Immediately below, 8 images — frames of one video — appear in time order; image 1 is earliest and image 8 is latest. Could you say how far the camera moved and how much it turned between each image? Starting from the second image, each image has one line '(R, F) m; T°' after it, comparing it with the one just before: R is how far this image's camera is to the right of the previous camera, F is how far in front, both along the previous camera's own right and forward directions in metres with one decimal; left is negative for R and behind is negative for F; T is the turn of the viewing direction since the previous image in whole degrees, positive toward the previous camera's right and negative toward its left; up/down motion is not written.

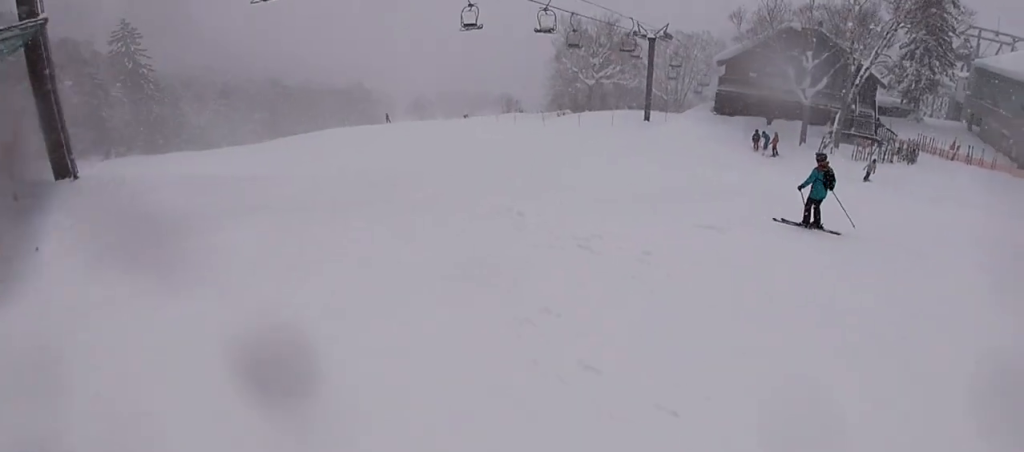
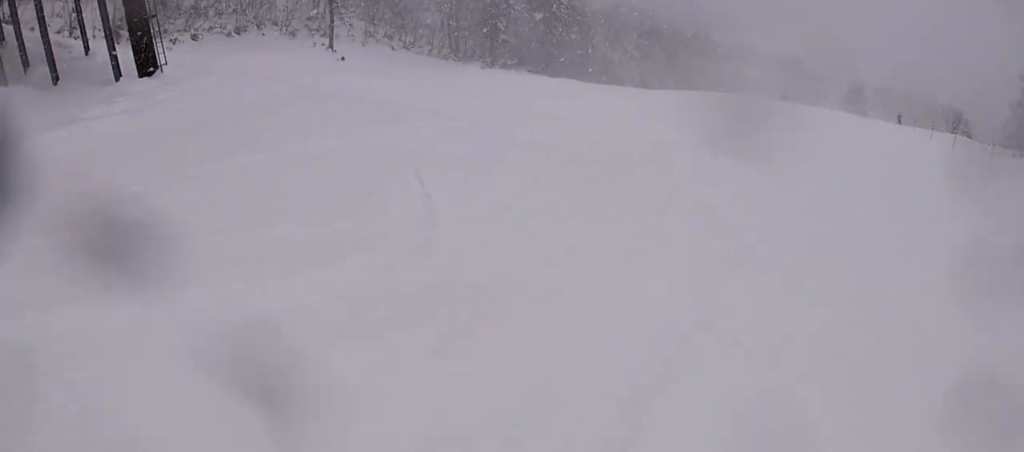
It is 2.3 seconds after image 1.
(-5.4, +10.1) m; -37°
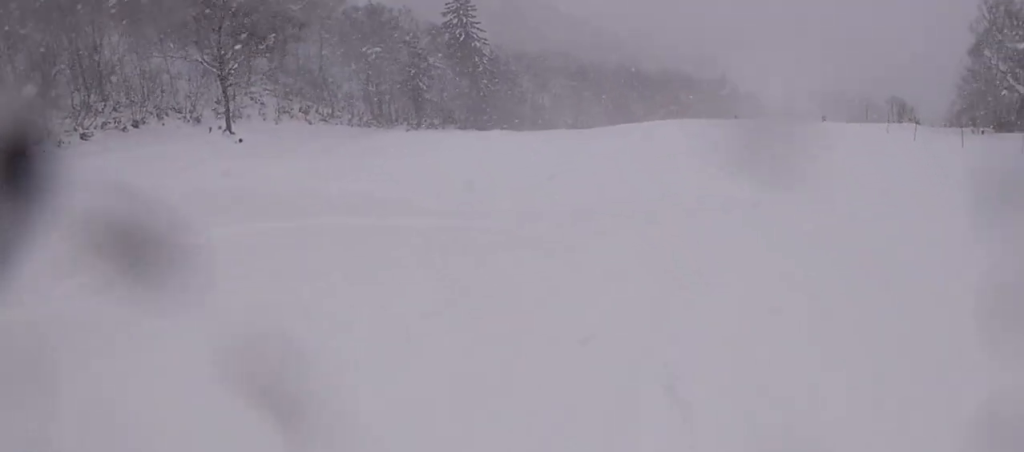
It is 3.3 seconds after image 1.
(+0.6, +5.5) m; +8°
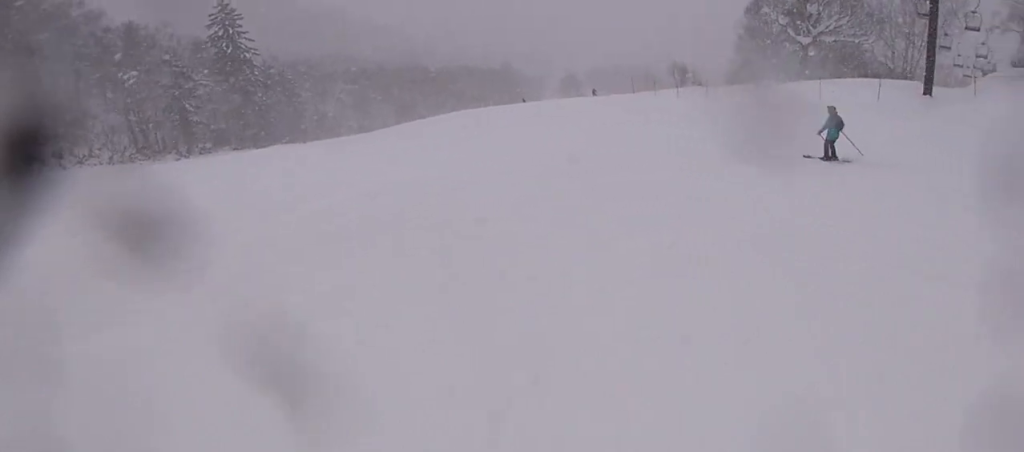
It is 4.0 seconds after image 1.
(+0.1, +3.8) m; +12°
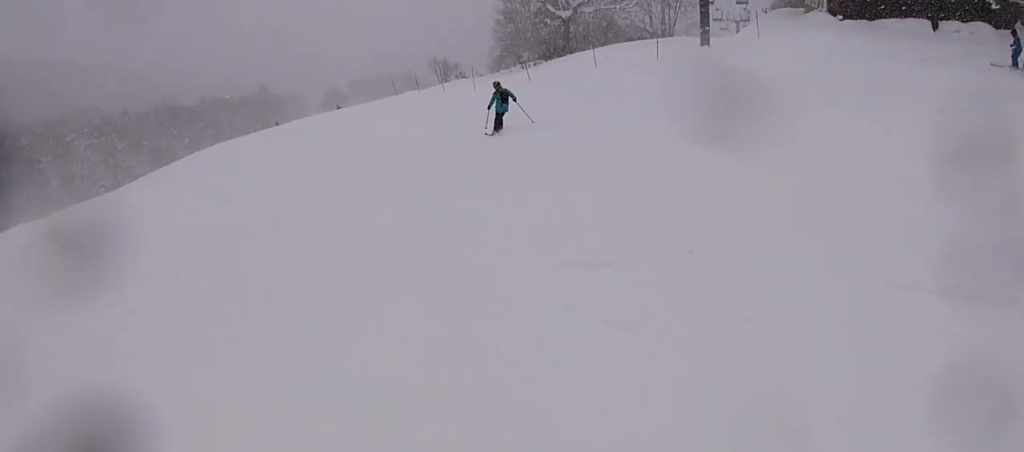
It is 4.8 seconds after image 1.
(+0.6, +4.2) m; +5°
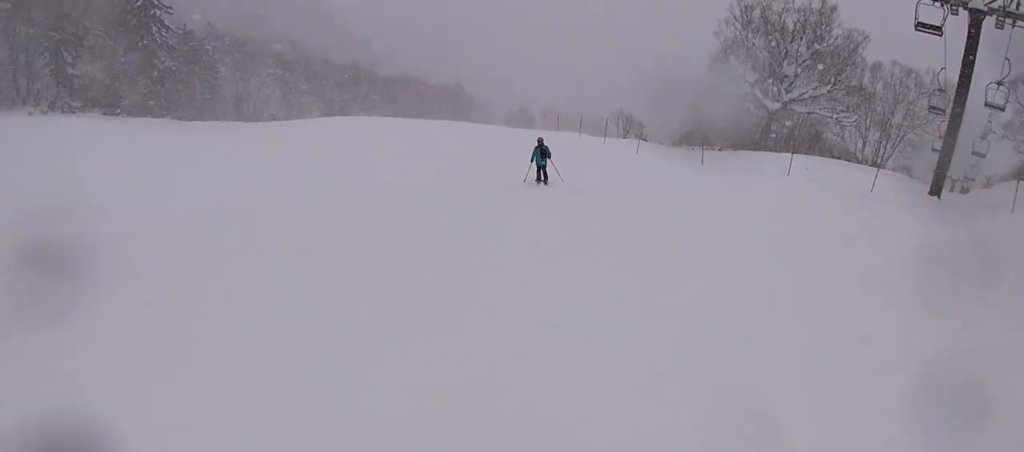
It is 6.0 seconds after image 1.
(-0.3, +7.0) m; -19°
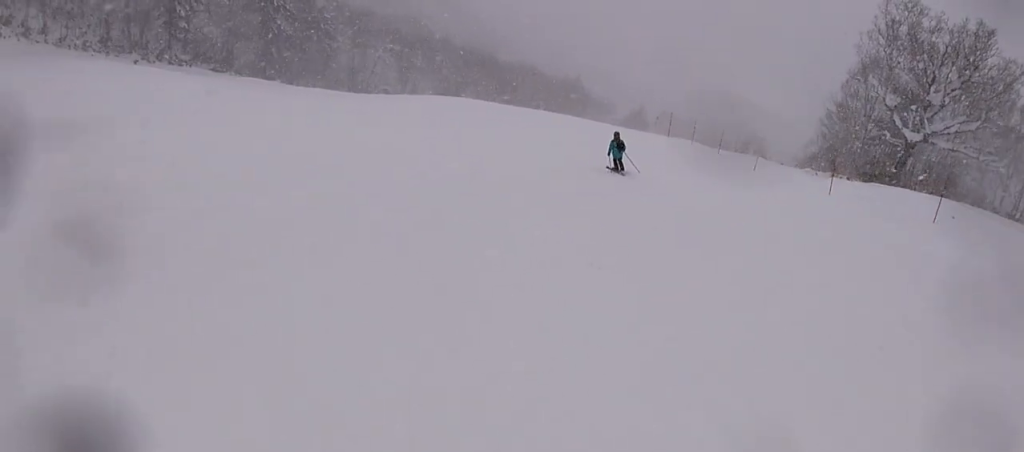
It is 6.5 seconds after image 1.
(-0.4, +3.5) m; -11°
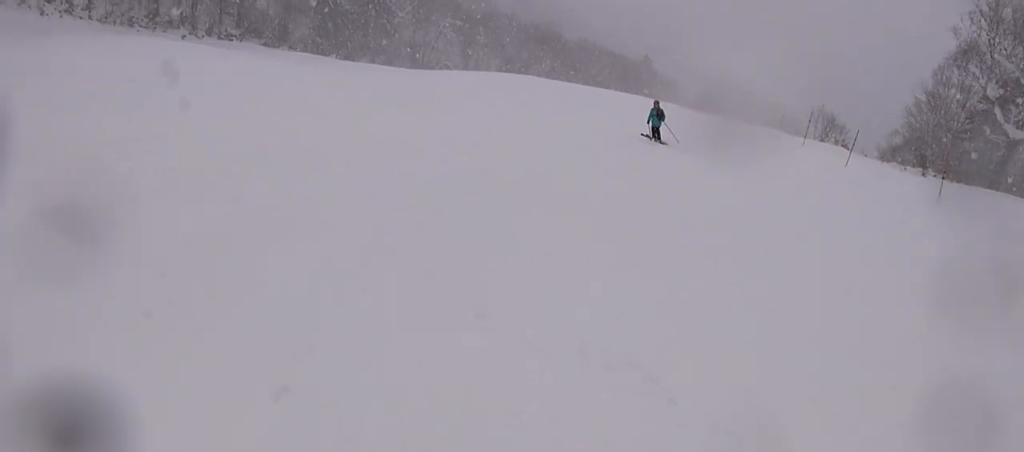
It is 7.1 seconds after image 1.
(-0.4, +3.3) m; -4°
